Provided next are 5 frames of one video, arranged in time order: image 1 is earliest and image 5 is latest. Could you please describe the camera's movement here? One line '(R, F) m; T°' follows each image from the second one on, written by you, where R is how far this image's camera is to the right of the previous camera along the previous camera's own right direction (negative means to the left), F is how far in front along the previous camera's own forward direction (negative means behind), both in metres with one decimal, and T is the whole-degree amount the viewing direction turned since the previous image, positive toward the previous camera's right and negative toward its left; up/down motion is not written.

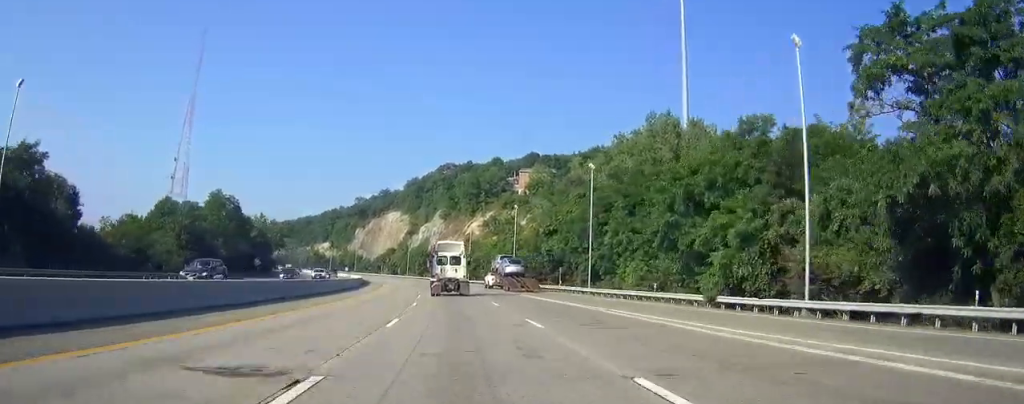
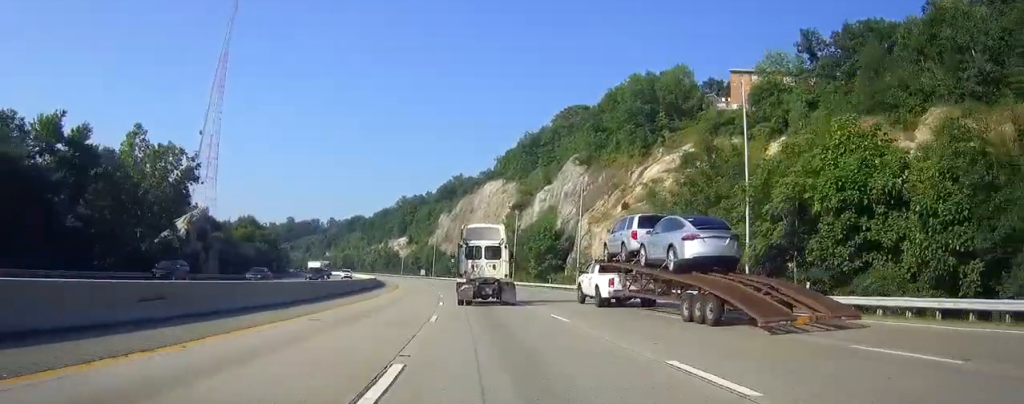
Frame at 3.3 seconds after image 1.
(-9.4, +107.7) m; -10°
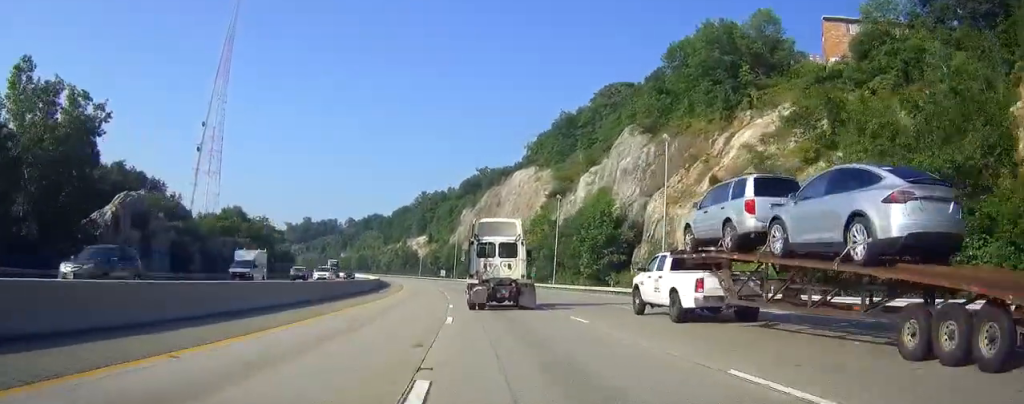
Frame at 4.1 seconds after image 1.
(-0.3, +25.2) m; -2°
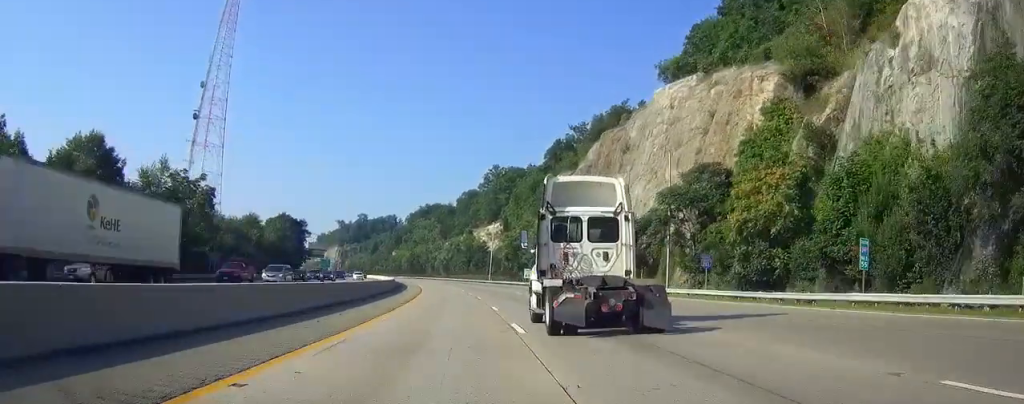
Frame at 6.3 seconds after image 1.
(-4.1, +74.8) m; -6°
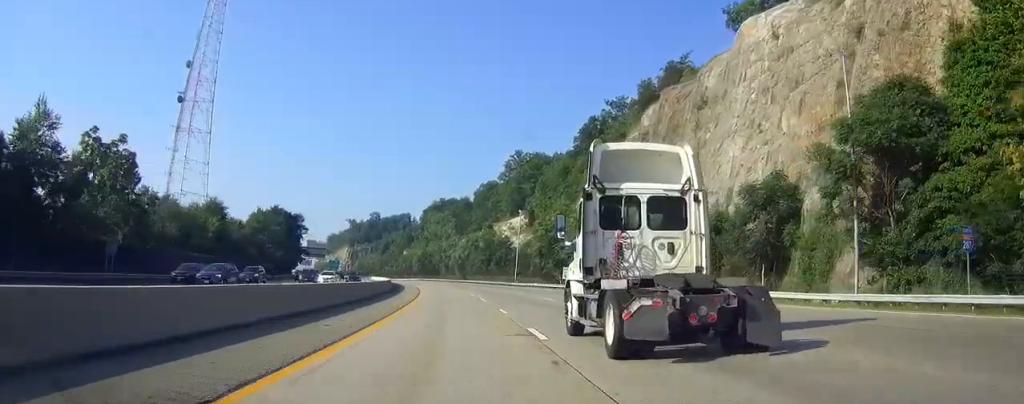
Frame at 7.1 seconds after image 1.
(-0.5, +26.5) m; -2°
